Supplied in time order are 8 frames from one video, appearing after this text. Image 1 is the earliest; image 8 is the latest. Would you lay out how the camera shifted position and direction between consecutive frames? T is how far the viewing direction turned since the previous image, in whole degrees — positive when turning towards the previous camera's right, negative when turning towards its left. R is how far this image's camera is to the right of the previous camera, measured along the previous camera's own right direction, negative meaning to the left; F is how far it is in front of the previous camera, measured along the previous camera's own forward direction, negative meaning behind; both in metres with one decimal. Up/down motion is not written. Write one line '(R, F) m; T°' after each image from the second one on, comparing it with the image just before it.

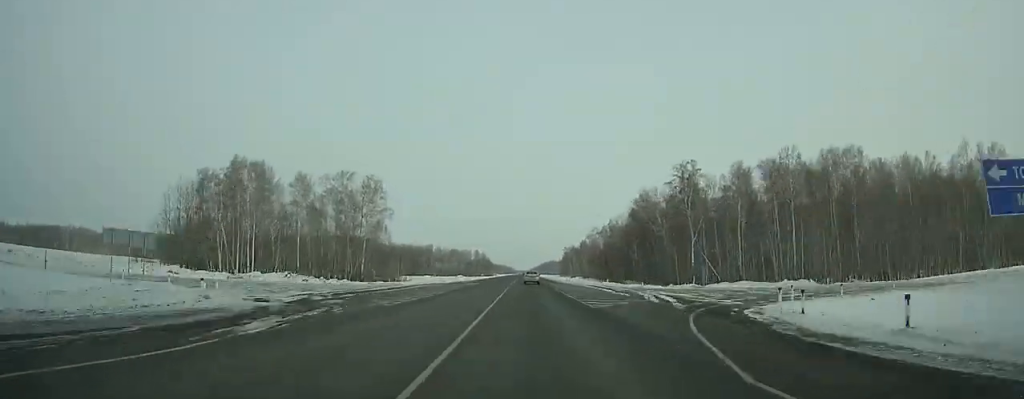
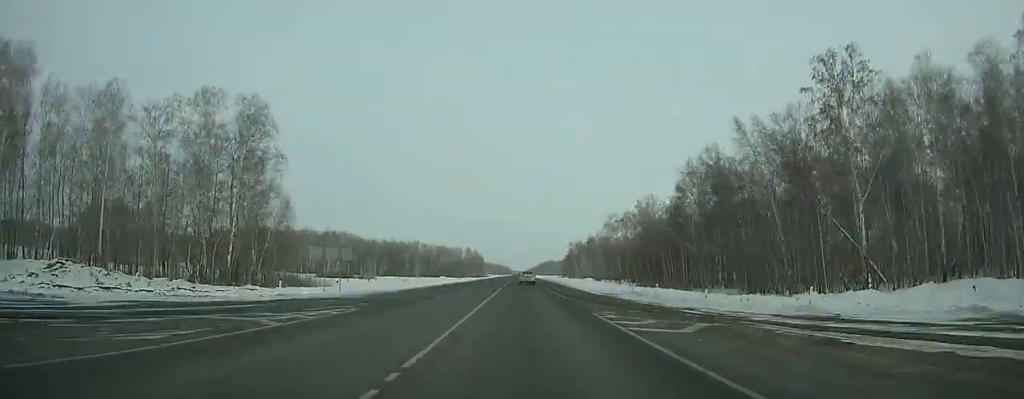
(+0.1, +52.0) m; 0°
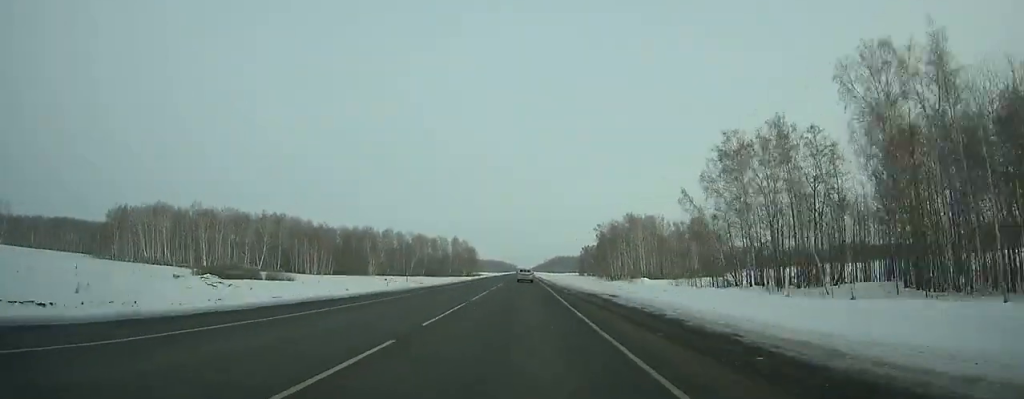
(-0.1, +97.8) m; 0°
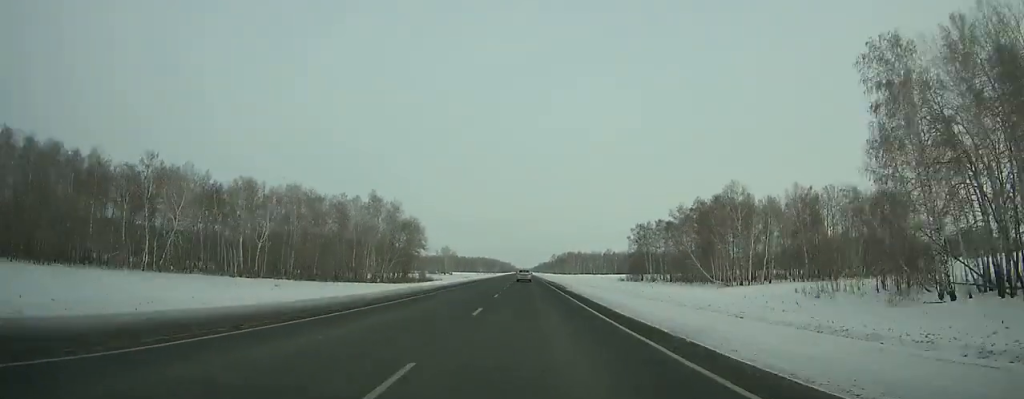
(+0.2, +160.7) m; 0°
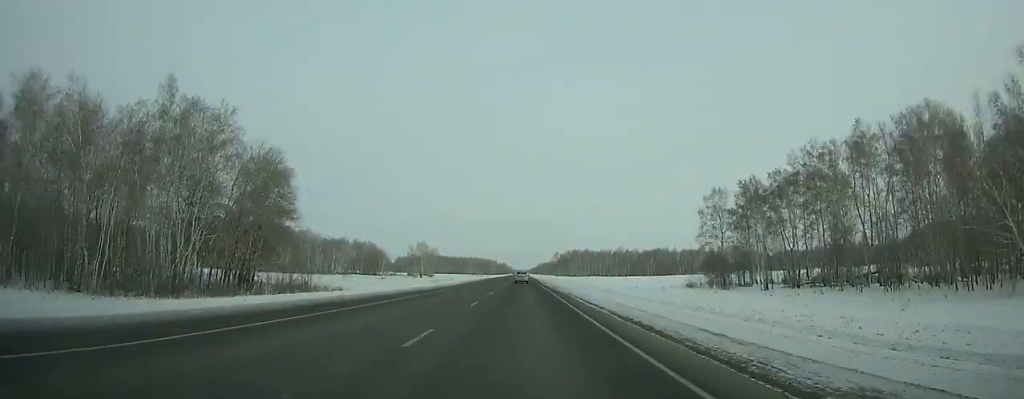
(+0.2, +80.0) m; 0°
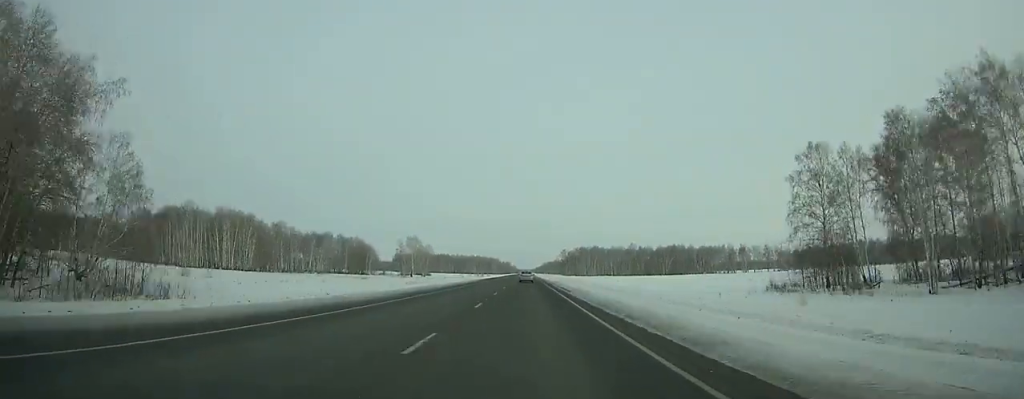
(0.0, +37.0) m; 0°
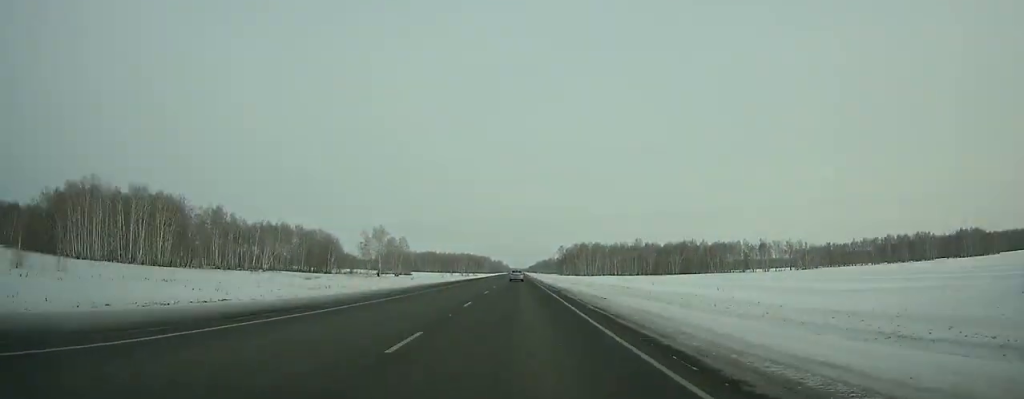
(-0.1, +48.3) m; 0°
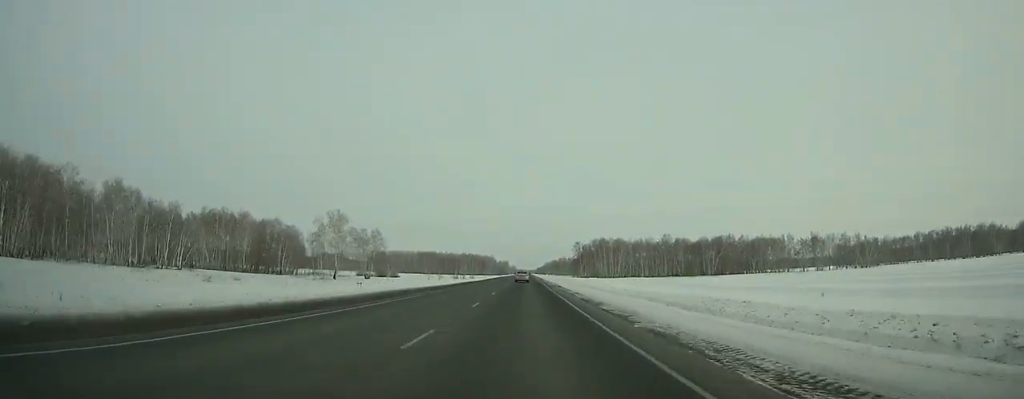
(-0.2, +59.3) m; 0°
